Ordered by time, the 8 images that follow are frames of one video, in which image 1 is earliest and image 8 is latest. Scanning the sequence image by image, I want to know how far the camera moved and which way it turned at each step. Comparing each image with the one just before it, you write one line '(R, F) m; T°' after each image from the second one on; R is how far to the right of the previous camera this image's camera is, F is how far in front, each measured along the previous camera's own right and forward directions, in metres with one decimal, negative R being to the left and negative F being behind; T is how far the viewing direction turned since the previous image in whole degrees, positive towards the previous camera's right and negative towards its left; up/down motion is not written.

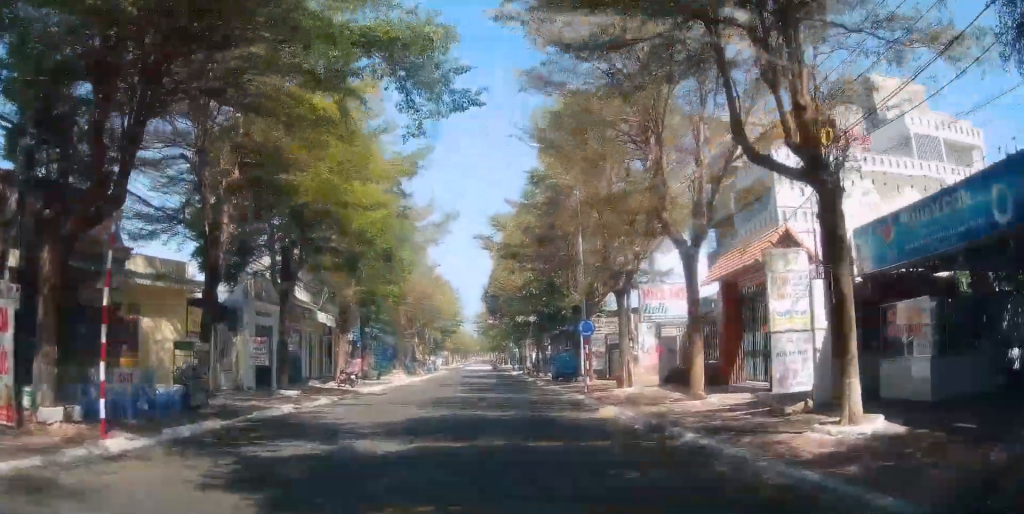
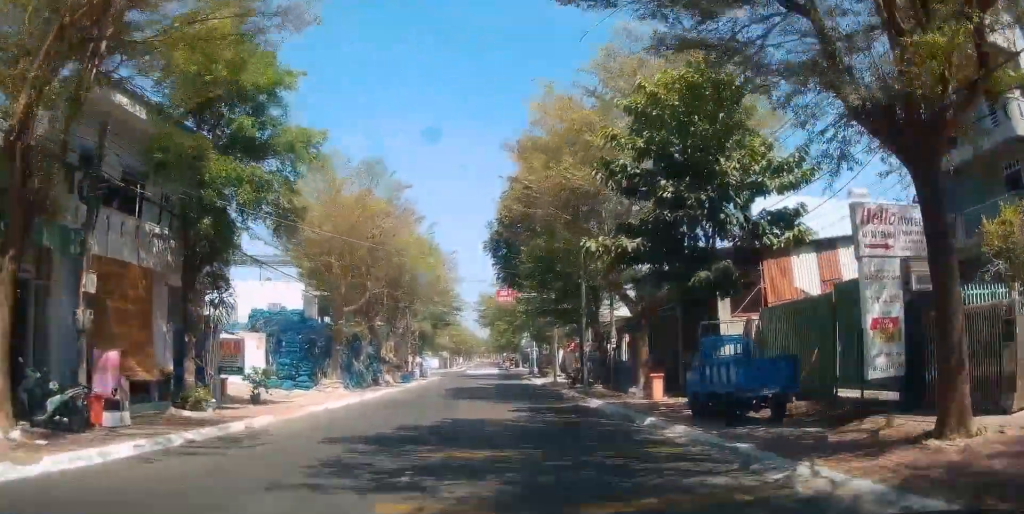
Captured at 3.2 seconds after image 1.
(+0.4, +30.1) m; +2°
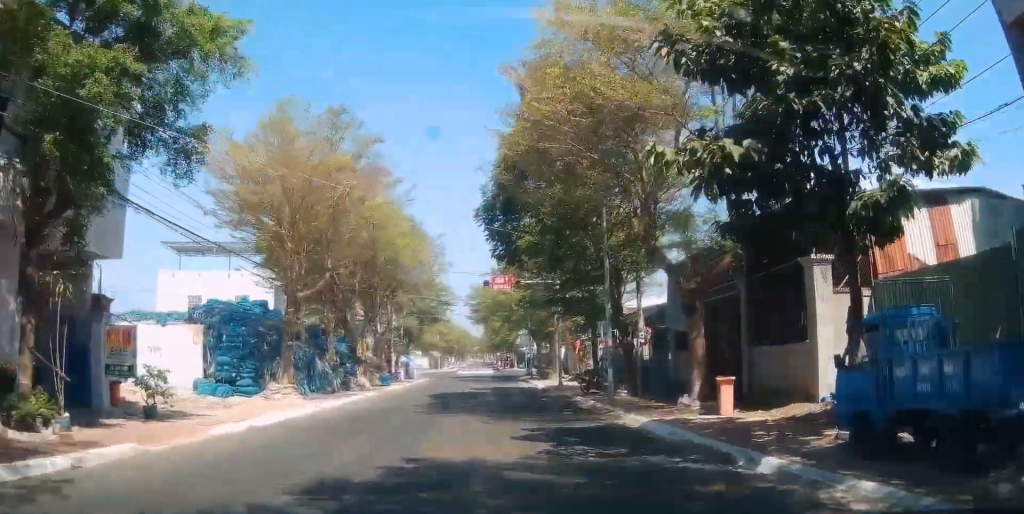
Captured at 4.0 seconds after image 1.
(-0.2, +7.9) m; -1°
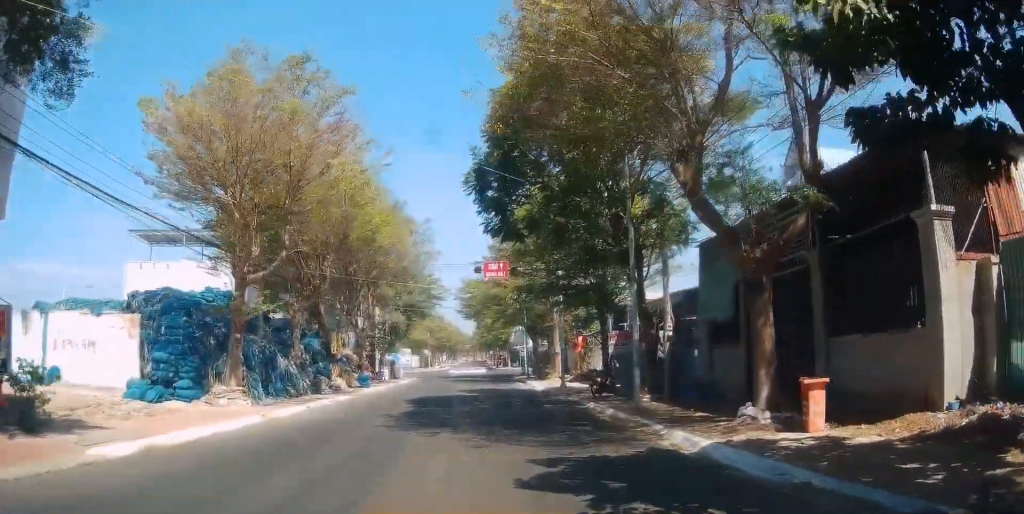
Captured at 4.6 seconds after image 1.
(0.0, +5.1) m; 0°
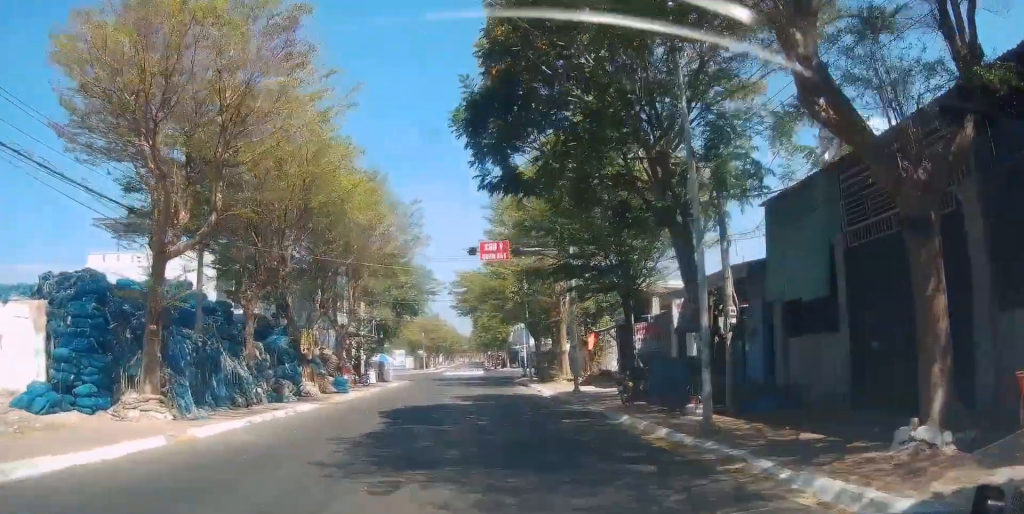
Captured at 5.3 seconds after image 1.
(0.0, +5.7) m; +1°
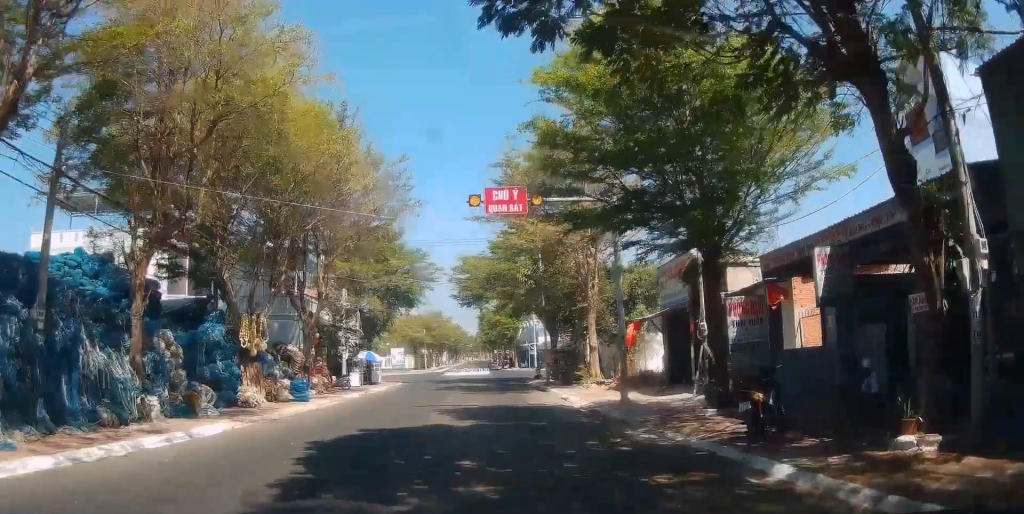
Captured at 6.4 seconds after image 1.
(+0.2, +8.3) m; +2°
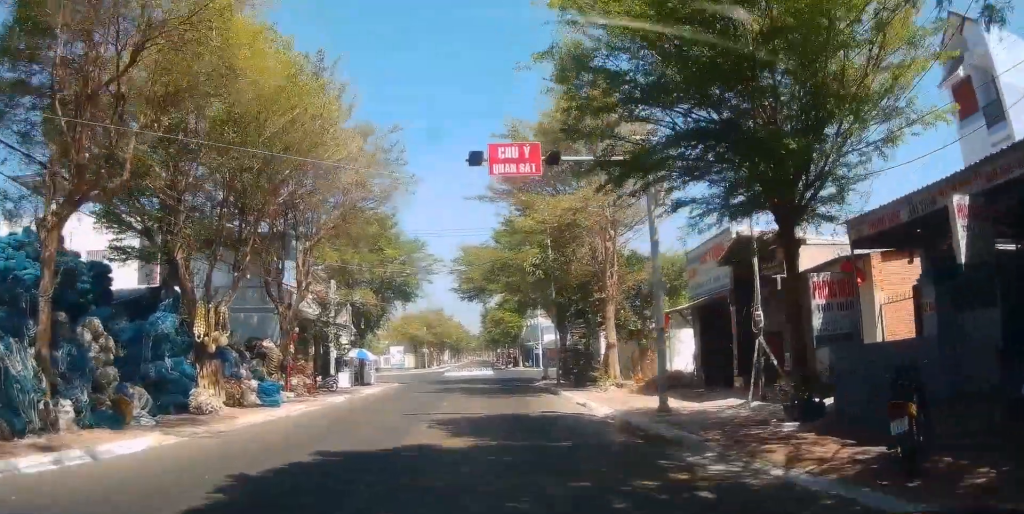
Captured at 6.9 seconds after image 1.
(0.0, +3.7) m; 0°
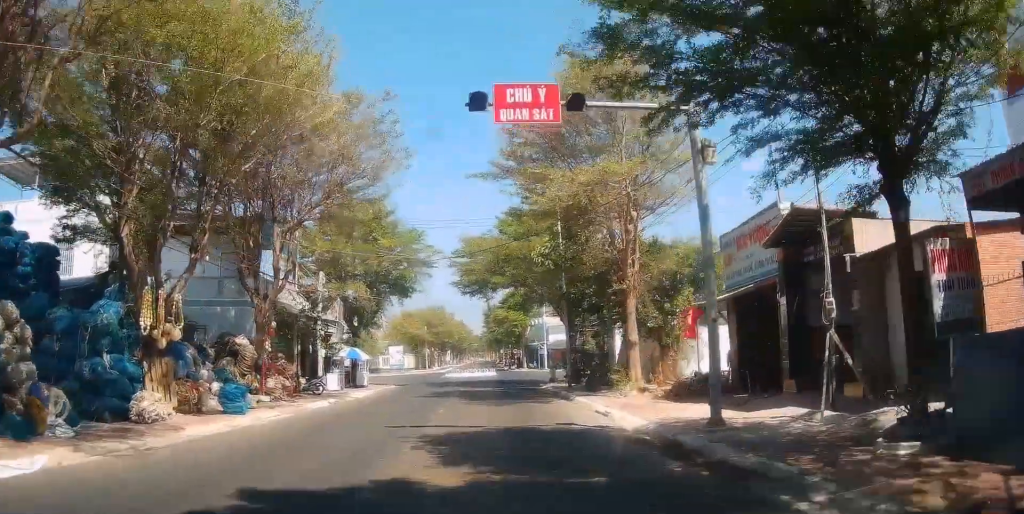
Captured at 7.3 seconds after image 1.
(0.0, +3.2) m; 0°
